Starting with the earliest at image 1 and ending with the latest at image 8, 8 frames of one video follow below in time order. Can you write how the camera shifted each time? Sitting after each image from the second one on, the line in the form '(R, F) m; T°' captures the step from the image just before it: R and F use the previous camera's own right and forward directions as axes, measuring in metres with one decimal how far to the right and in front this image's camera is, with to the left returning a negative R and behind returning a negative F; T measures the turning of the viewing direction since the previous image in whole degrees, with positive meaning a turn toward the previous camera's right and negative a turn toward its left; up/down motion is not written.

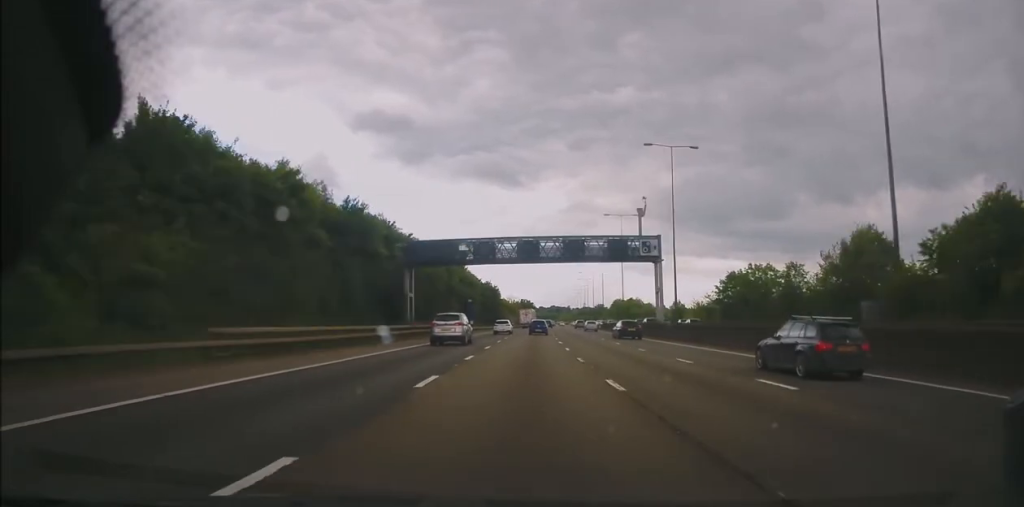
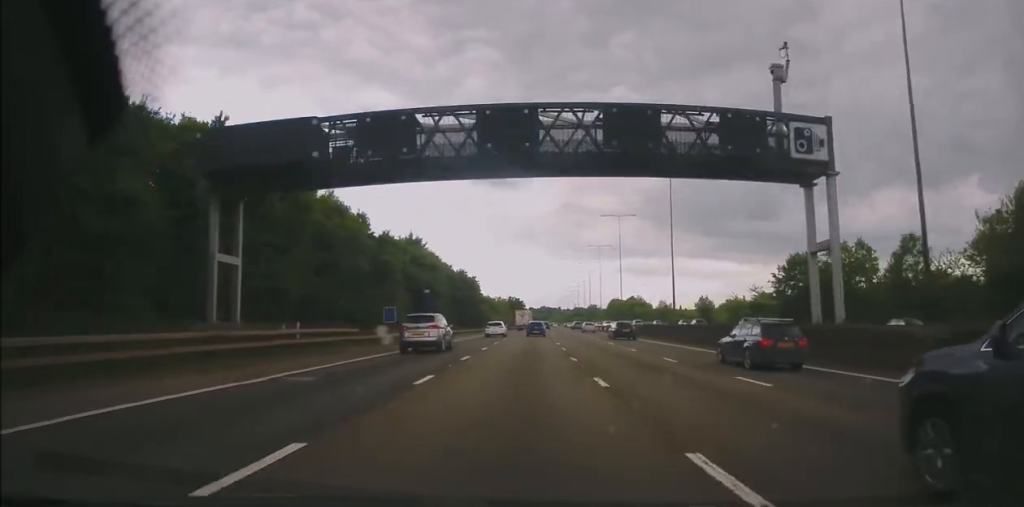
(+0.1, +32.0) m; +1°
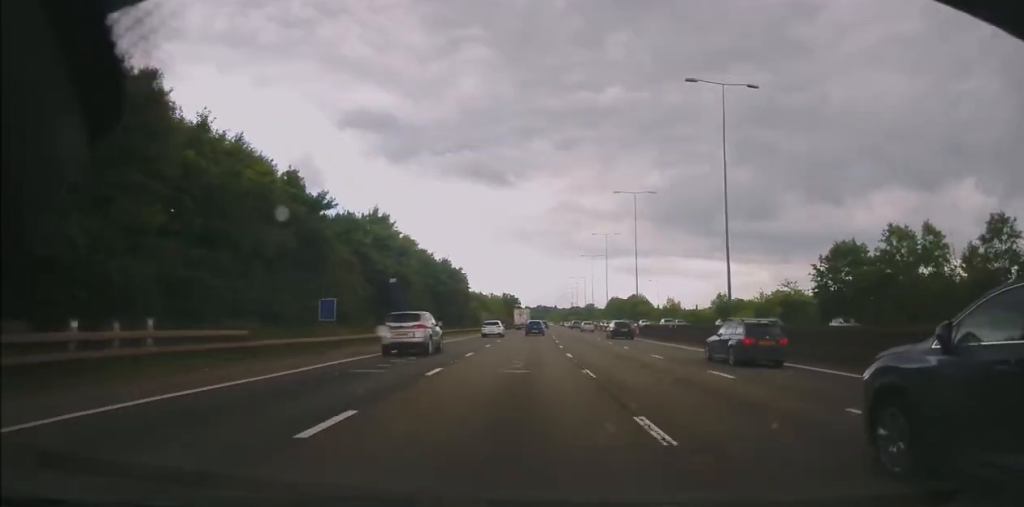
(+0.2, +14.1) m; +1°
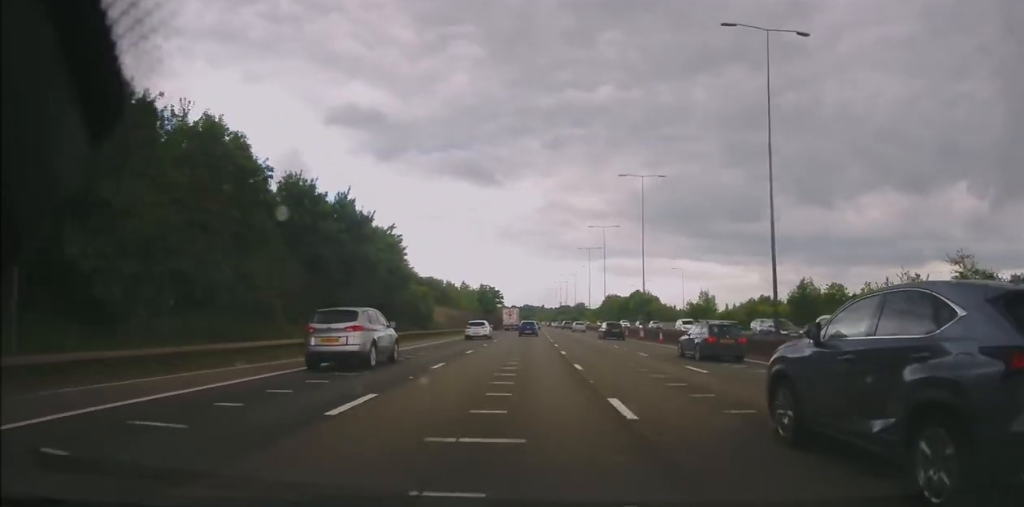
(+0.4, +39.3) m; +1°
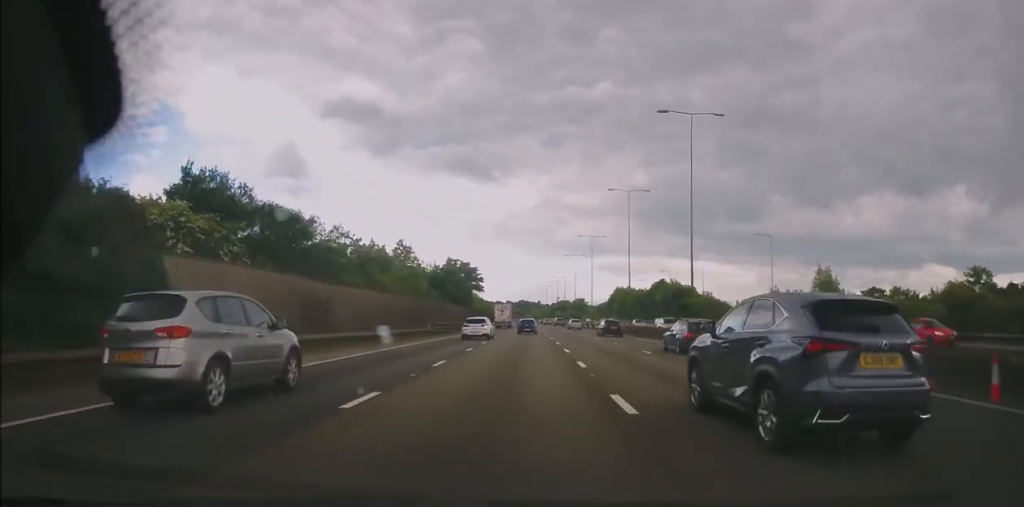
(+0.3, +49.0) m; +1°
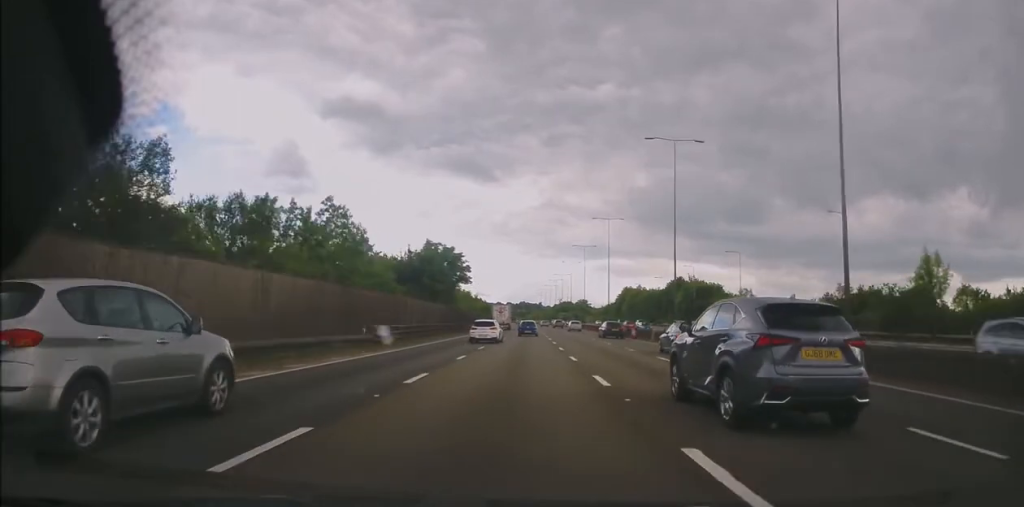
(+0.1, +19.8) m; 0°
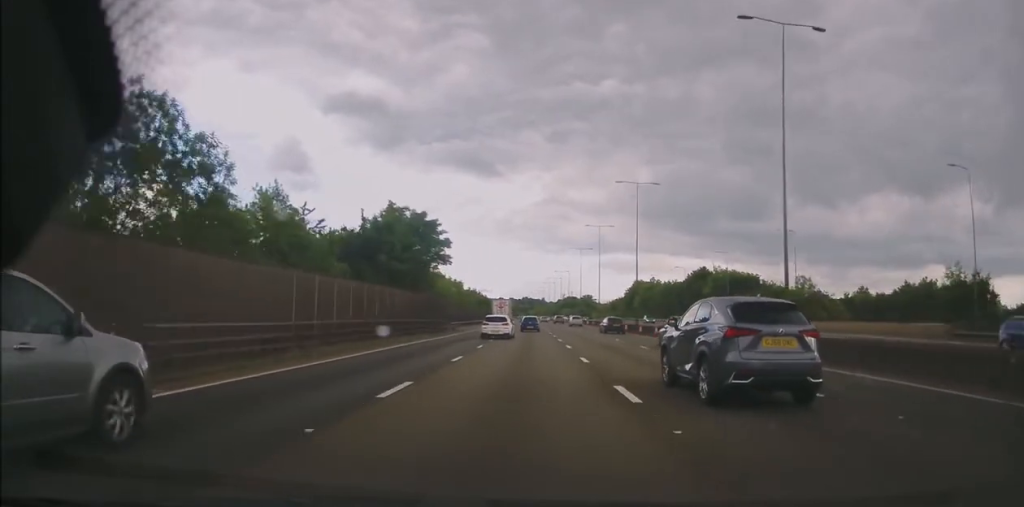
(+0.1, +19.7) m; 0°
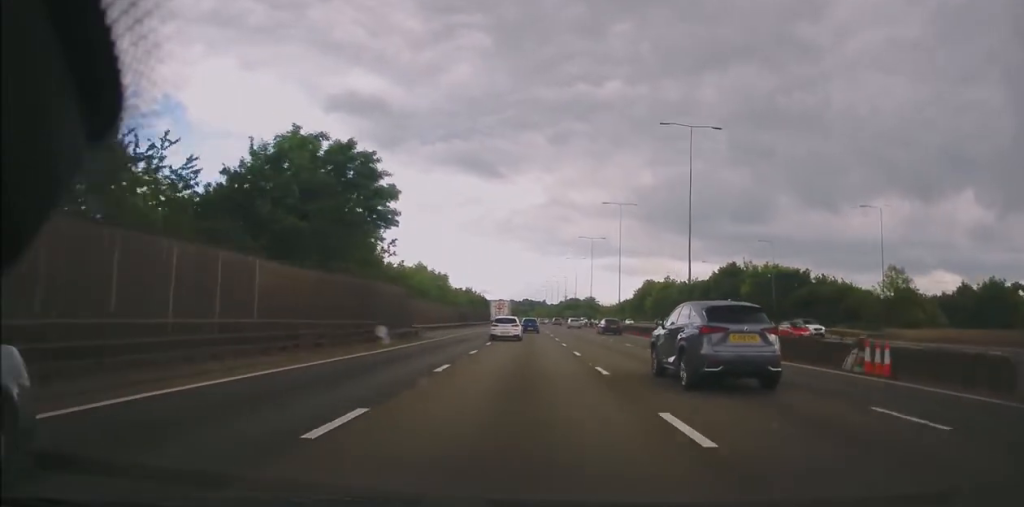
(-0.1, +20.2) m; -1°
